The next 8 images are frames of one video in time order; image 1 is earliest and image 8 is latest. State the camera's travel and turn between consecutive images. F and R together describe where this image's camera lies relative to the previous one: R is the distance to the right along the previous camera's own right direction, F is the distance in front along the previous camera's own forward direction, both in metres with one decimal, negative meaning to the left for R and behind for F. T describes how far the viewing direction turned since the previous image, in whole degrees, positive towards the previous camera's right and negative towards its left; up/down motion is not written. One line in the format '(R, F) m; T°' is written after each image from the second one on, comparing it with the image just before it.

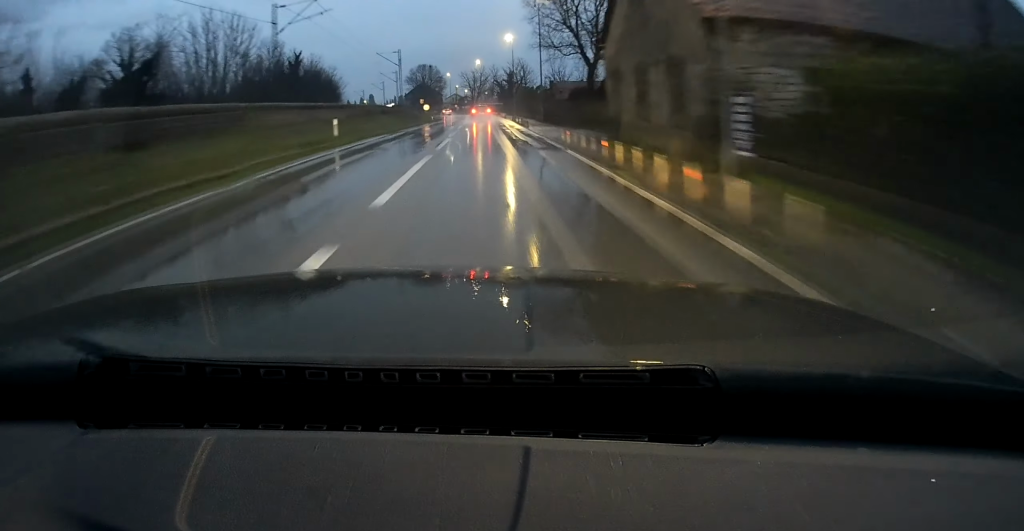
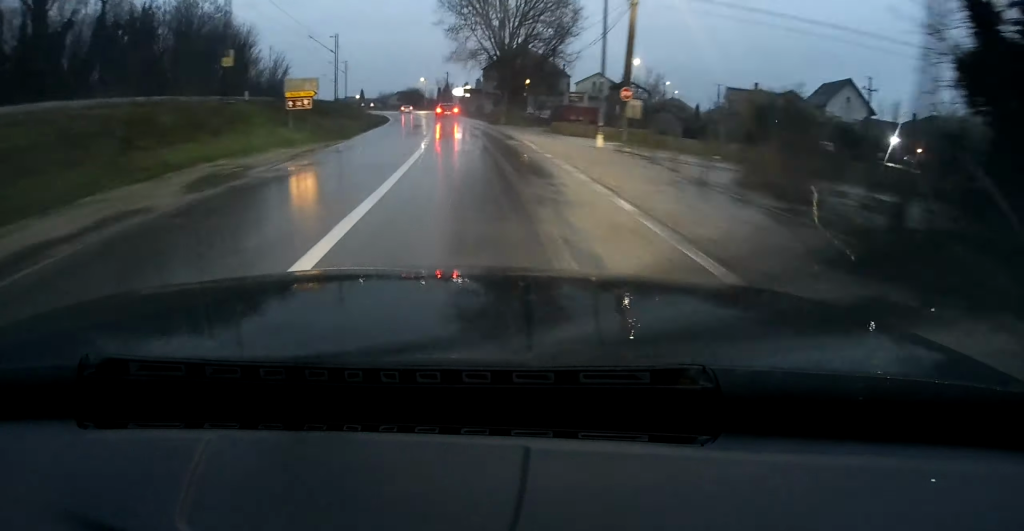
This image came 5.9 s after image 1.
(-8.7, +137.2) m; -11°
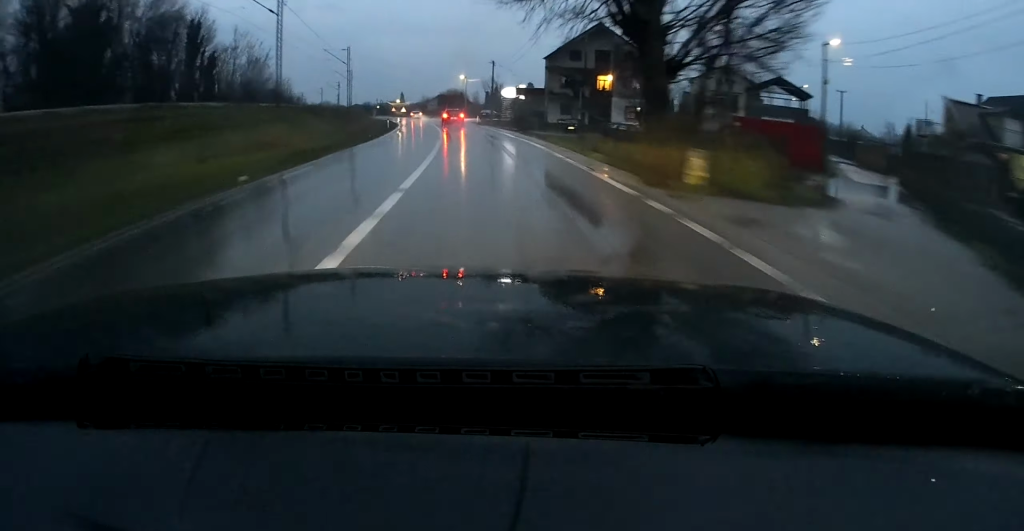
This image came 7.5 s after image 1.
(-1.8, +35.2) m; -5°
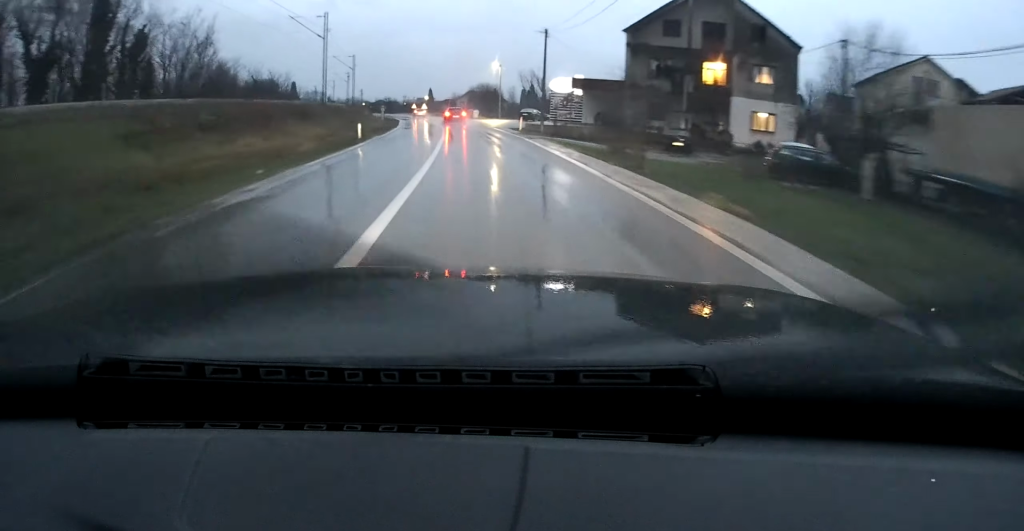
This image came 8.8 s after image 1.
(-0.7, +27.1) m; -3°
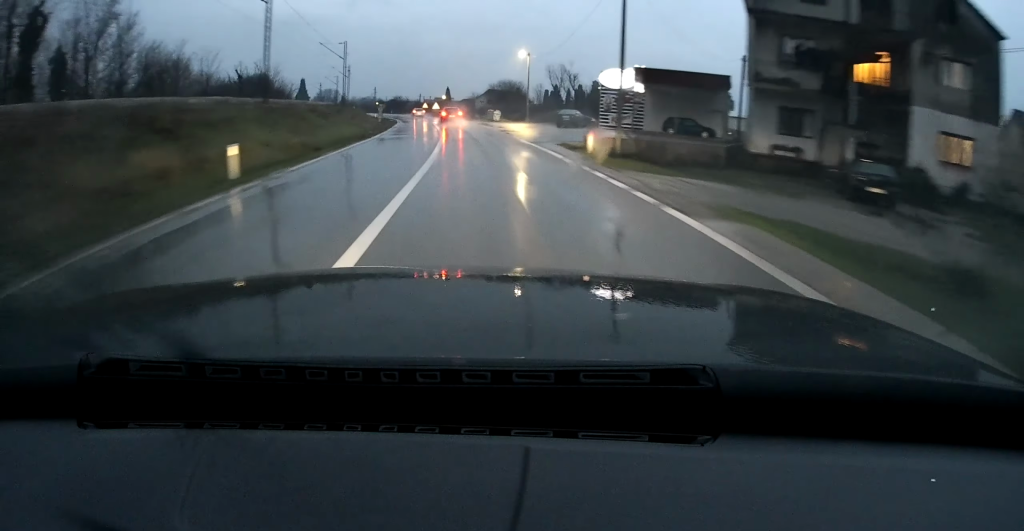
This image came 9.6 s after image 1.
(-0.5, +19.2) m; -2°
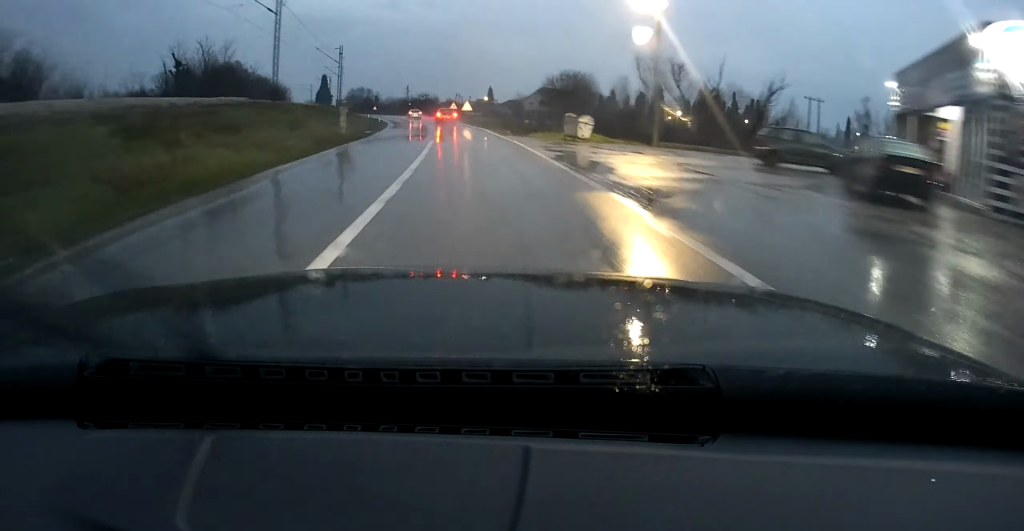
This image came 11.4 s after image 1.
(-1.5, +38.6) m; -4°
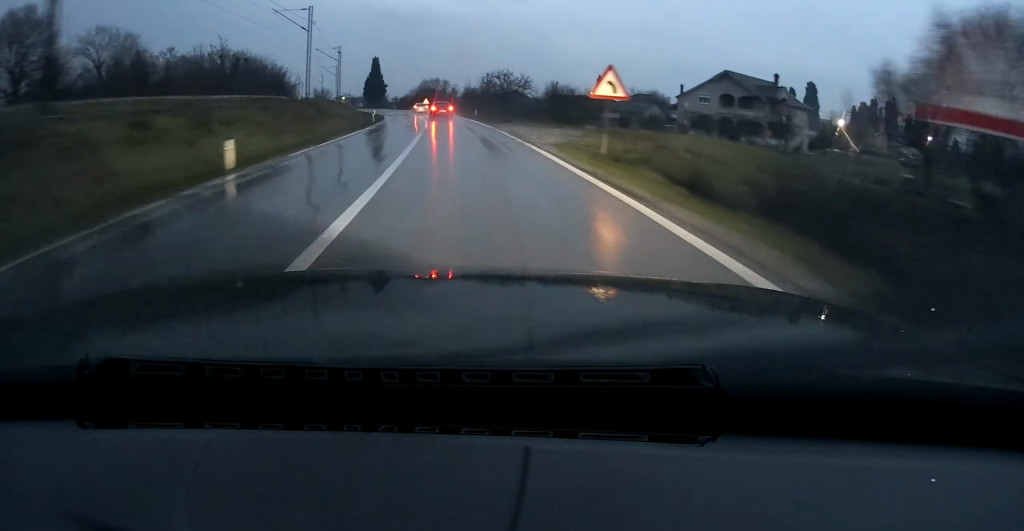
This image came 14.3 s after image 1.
(-4.2, +67.2) m; -8°
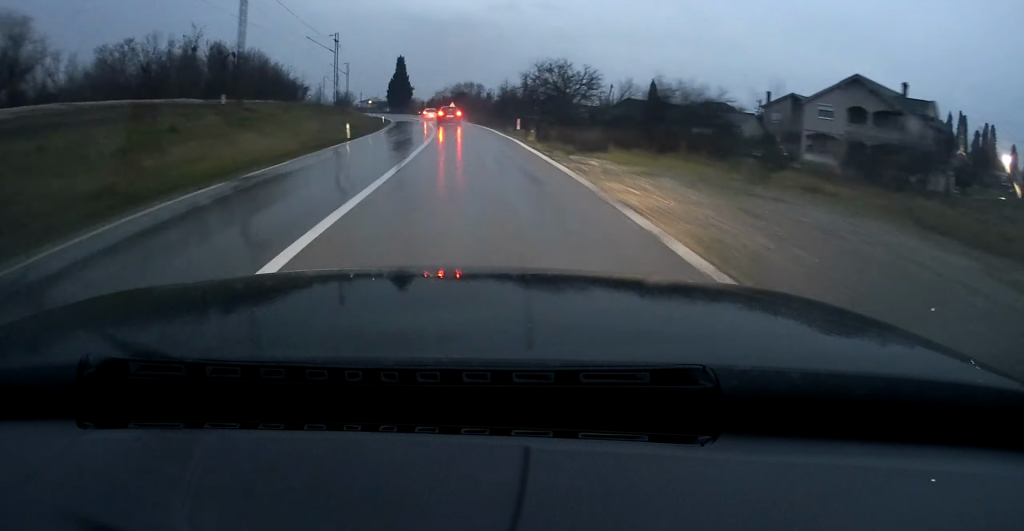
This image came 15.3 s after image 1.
(-1.0, +21.4) m; -2°
